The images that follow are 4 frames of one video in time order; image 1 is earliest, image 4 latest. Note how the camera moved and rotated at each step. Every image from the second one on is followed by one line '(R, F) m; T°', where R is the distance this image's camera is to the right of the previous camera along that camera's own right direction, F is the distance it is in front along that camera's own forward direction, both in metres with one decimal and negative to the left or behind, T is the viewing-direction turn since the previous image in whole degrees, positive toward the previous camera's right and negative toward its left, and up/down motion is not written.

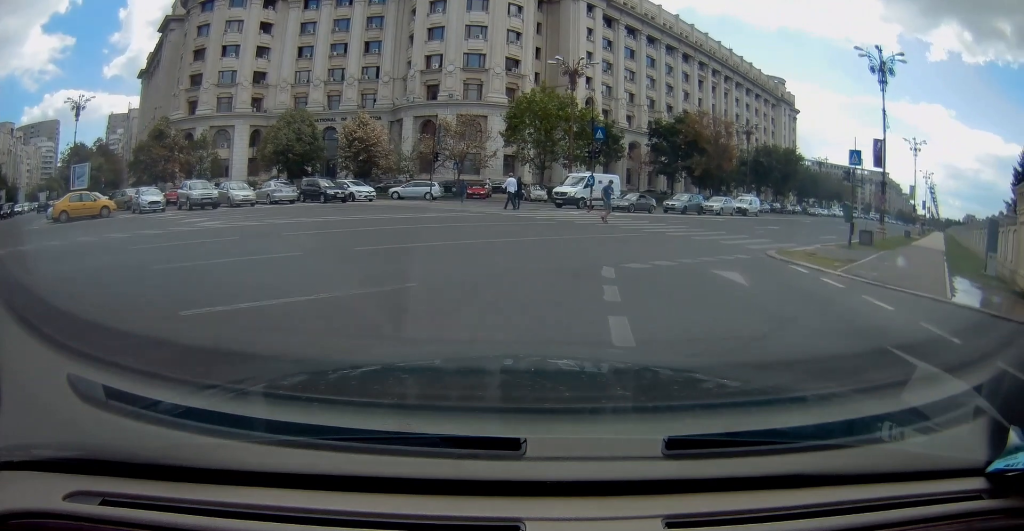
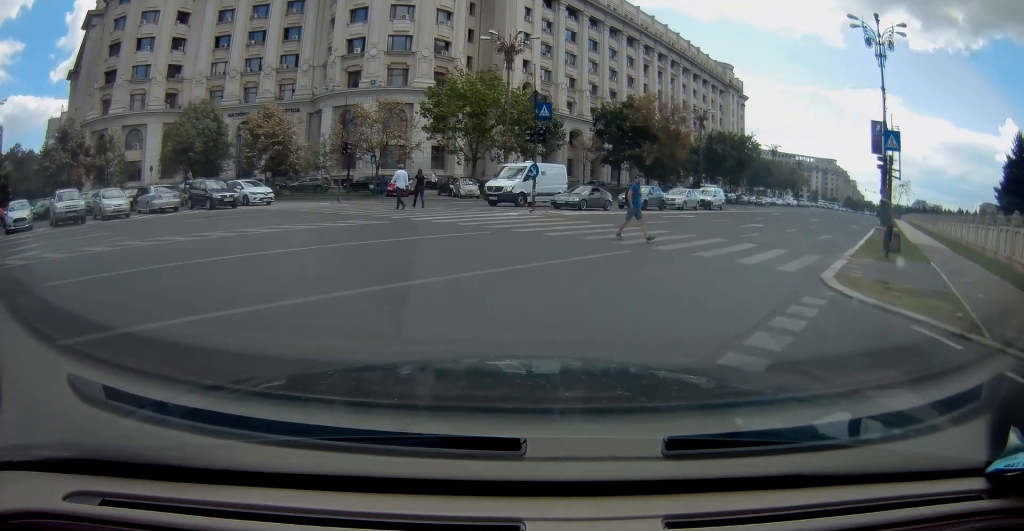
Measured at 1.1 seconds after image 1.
(+0.2, +6.9) m; +6°
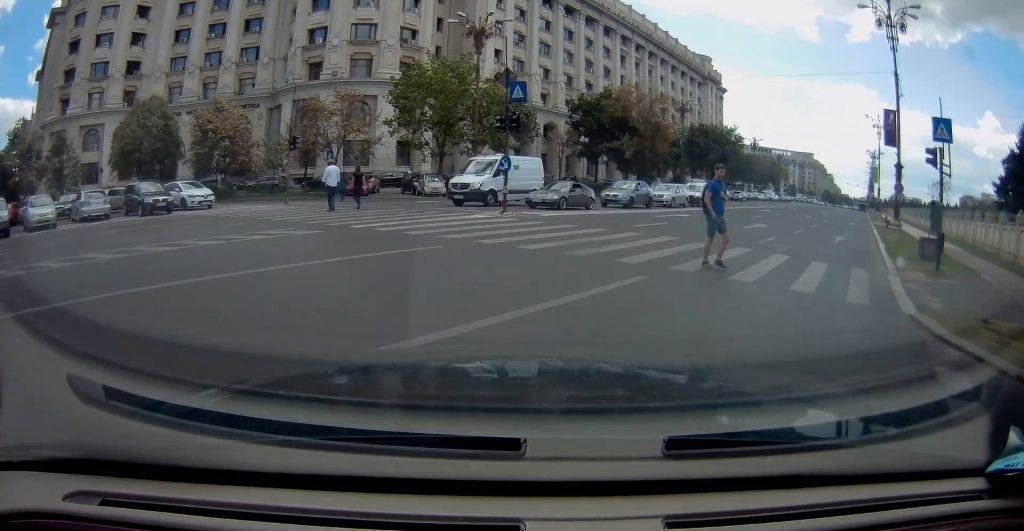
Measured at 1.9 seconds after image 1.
(+0.3, +4.1) m; +6°
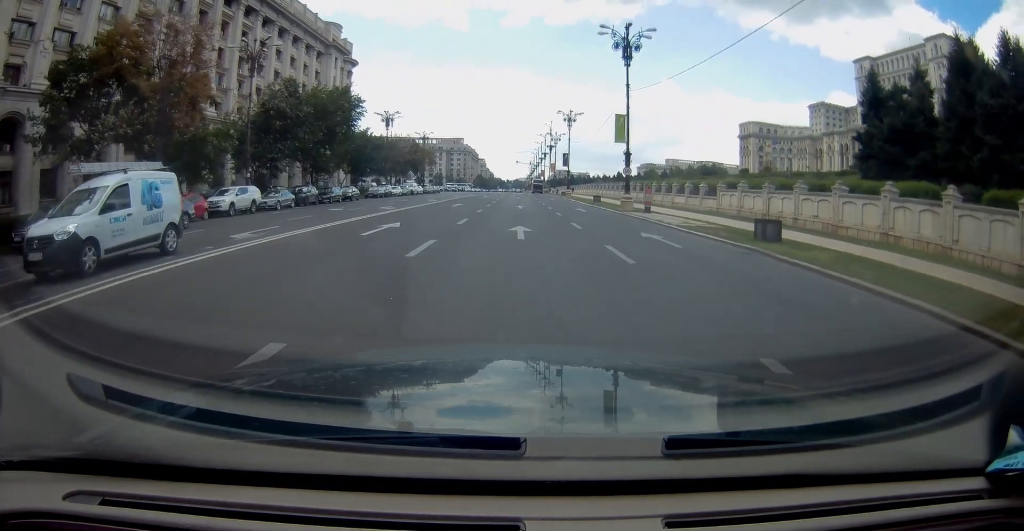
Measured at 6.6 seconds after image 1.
(+12.5, +30.2) m; +33°
